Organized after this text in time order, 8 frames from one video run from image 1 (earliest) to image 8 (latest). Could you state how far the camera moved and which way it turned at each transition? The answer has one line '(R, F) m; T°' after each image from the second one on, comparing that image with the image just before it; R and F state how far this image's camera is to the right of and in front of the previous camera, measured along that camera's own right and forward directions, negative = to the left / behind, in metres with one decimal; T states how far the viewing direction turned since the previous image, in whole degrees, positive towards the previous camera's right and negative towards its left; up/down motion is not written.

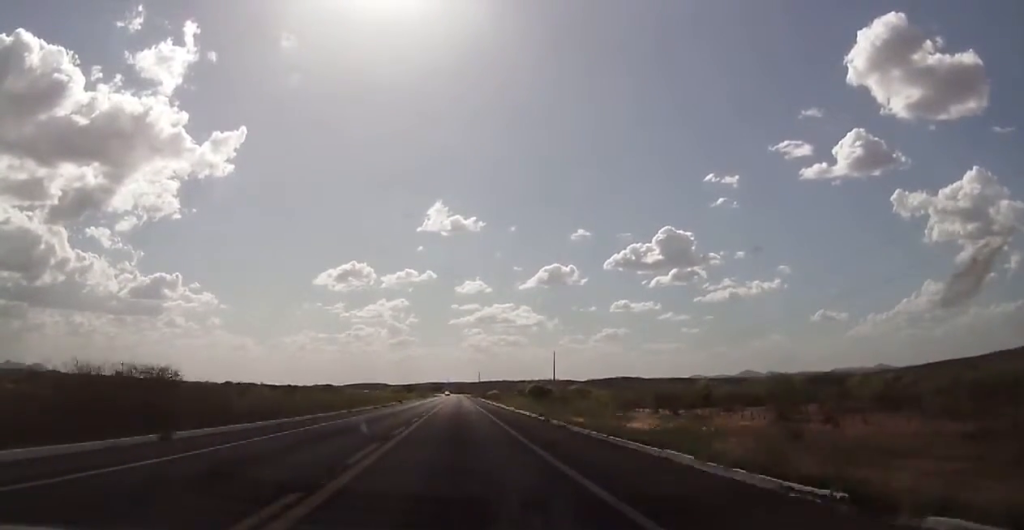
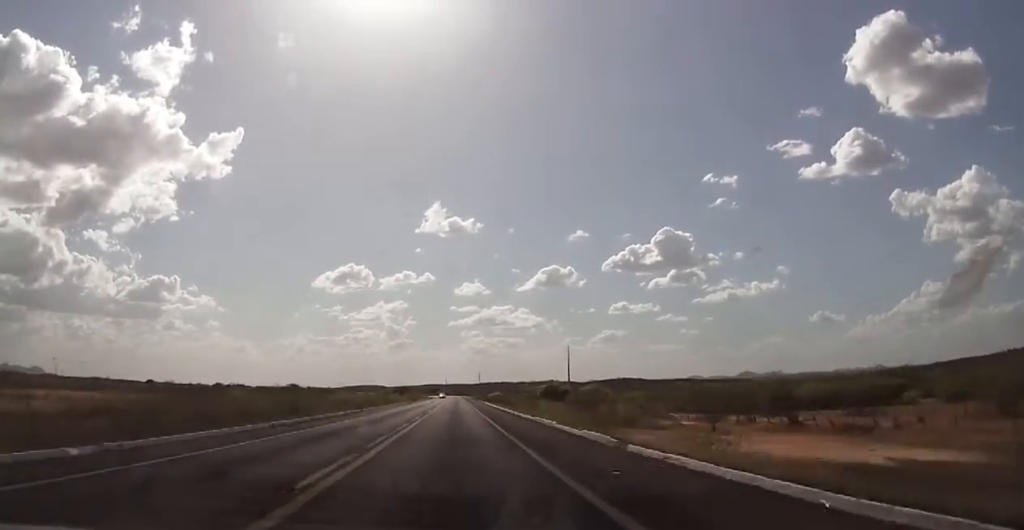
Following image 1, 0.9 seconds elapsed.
(0.0, +34.5) m; 0°
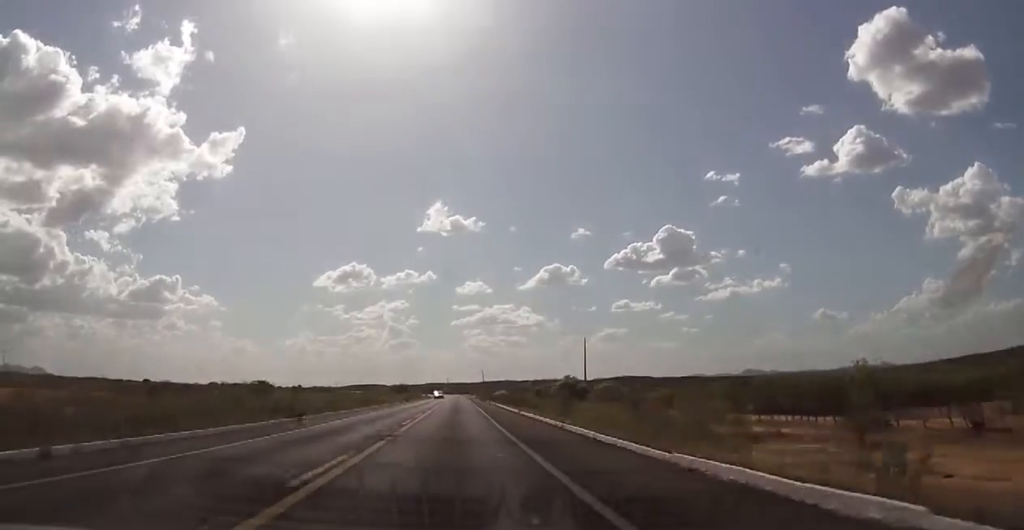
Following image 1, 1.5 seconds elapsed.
(0.0, +23.8) m; 0°
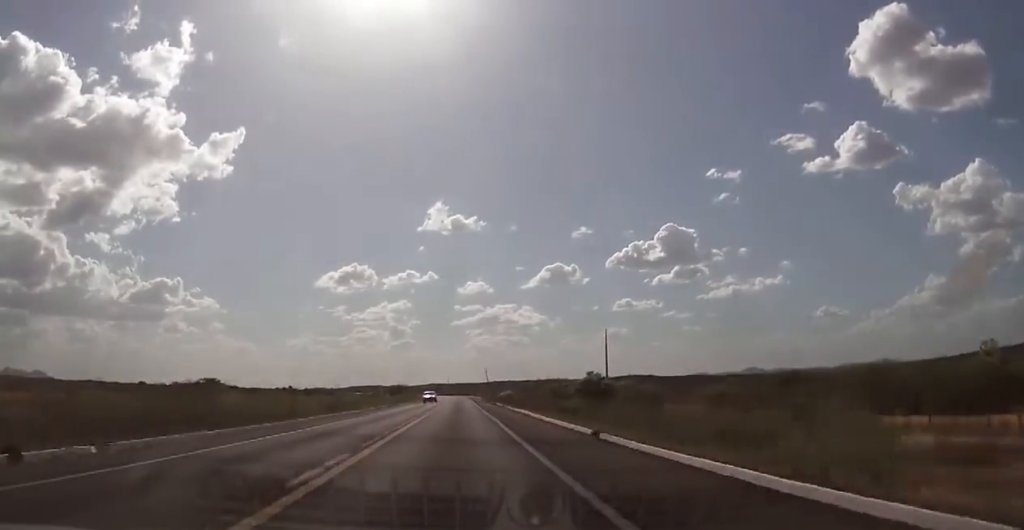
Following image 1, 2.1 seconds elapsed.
(0.0, +23.8) m; 0°
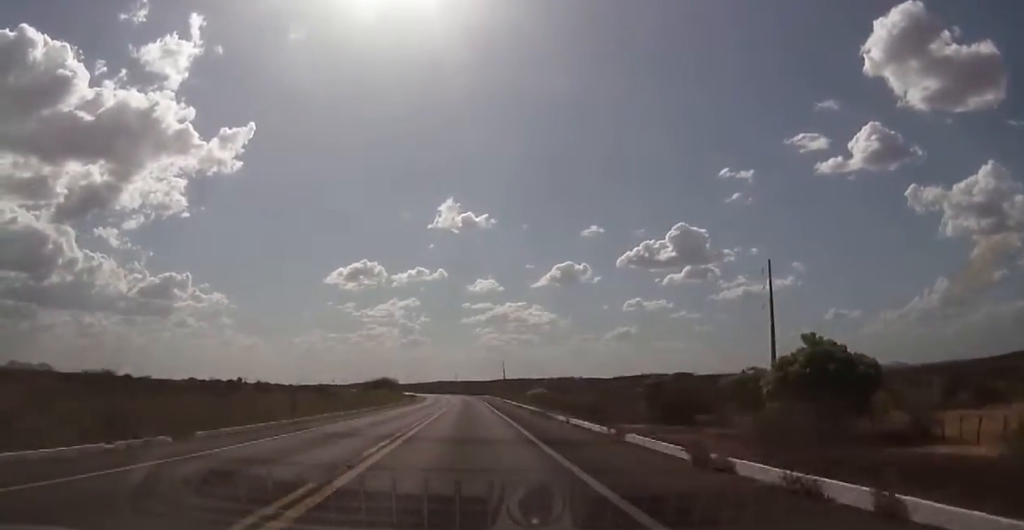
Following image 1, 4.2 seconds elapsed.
(0.0, +83.3) m; 0°
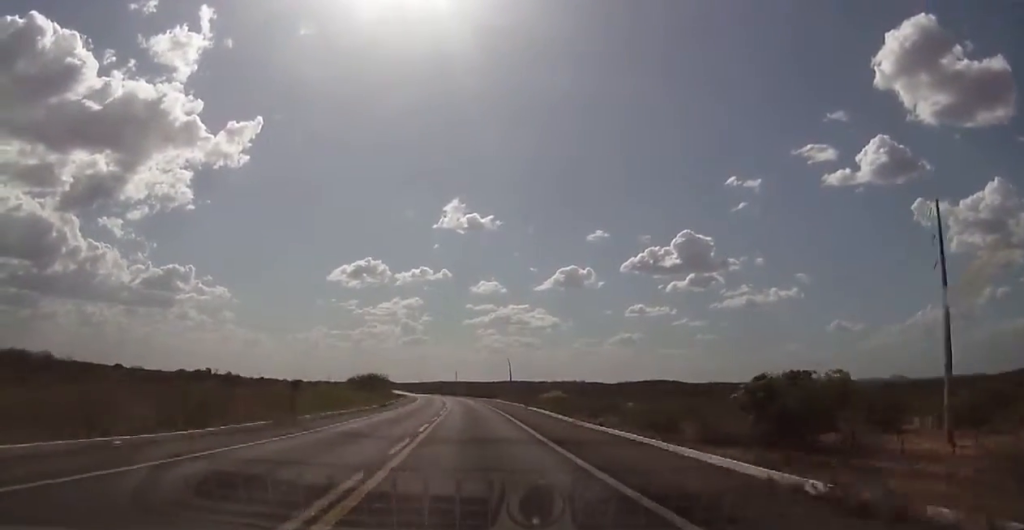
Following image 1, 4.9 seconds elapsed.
(0.0, +30.3) m; 0°
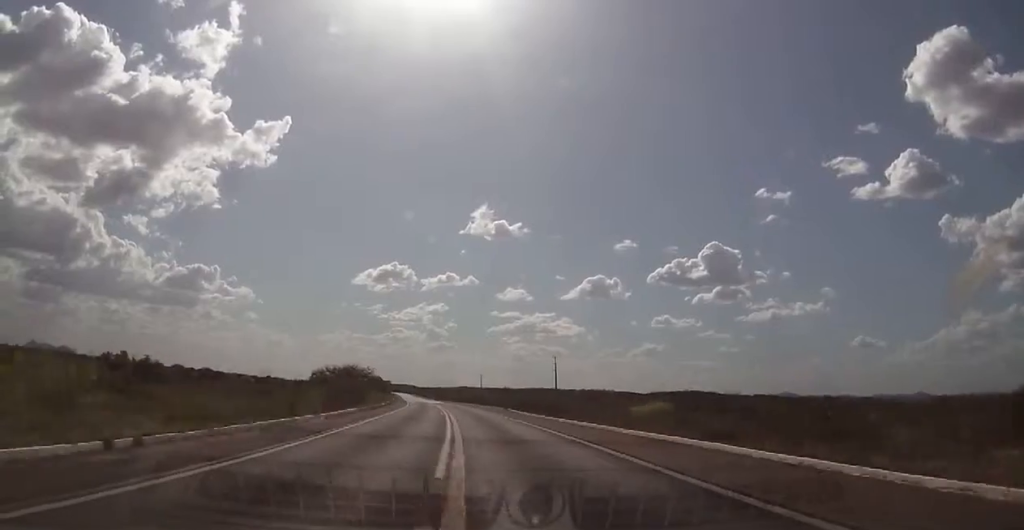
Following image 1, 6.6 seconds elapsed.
(-0.7, +67.0) m; -2°
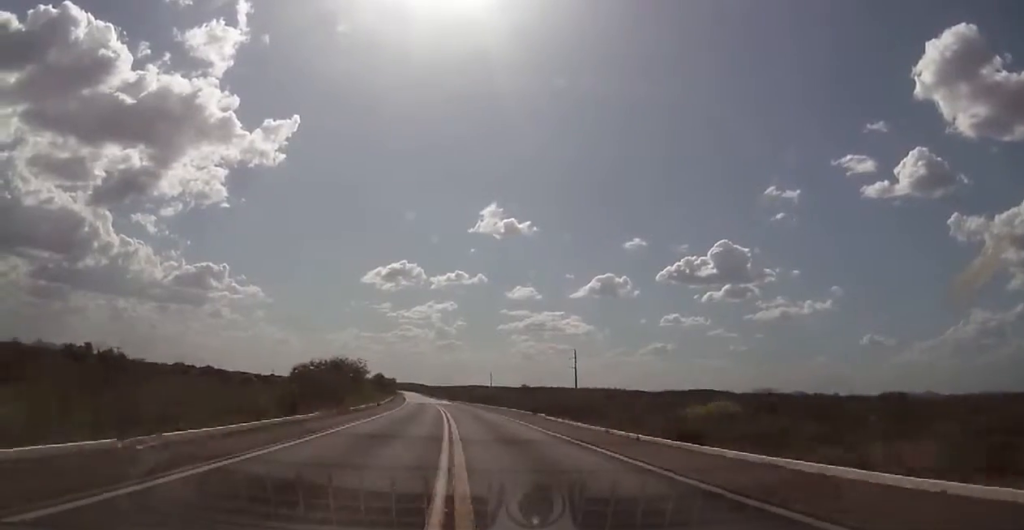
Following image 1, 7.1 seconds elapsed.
(0.0, +17.1) m; -1°
